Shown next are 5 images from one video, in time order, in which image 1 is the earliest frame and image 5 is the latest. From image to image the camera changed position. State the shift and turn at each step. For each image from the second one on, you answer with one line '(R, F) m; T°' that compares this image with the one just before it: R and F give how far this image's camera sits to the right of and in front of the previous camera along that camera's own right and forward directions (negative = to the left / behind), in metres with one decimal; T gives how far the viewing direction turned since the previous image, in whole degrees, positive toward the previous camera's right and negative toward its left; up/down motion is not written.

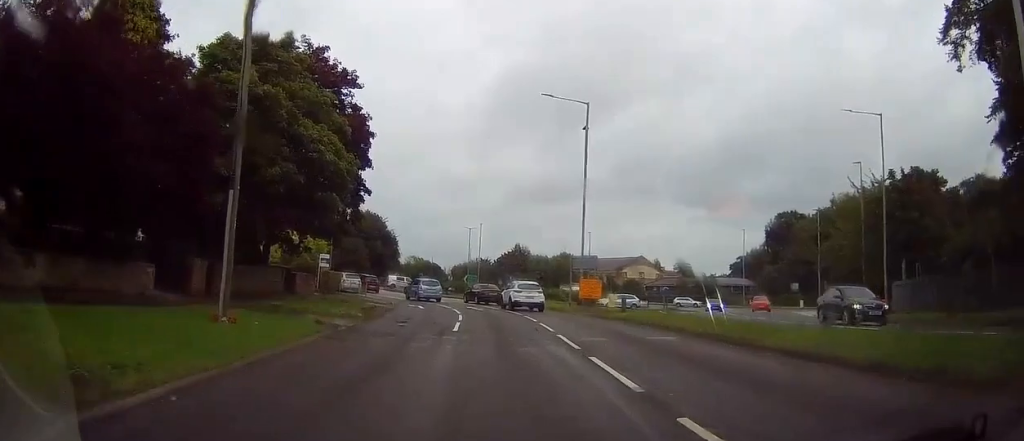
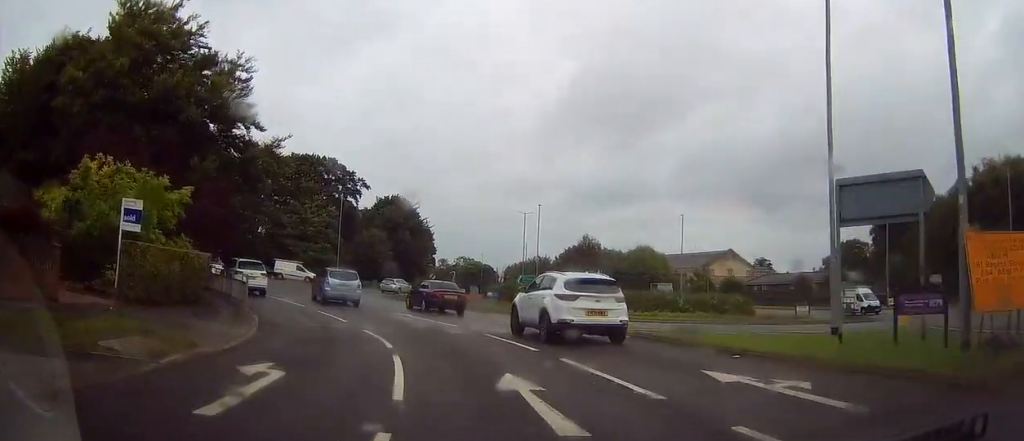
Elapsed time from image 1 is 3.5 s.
(-2.0, +32.3) m; -6°
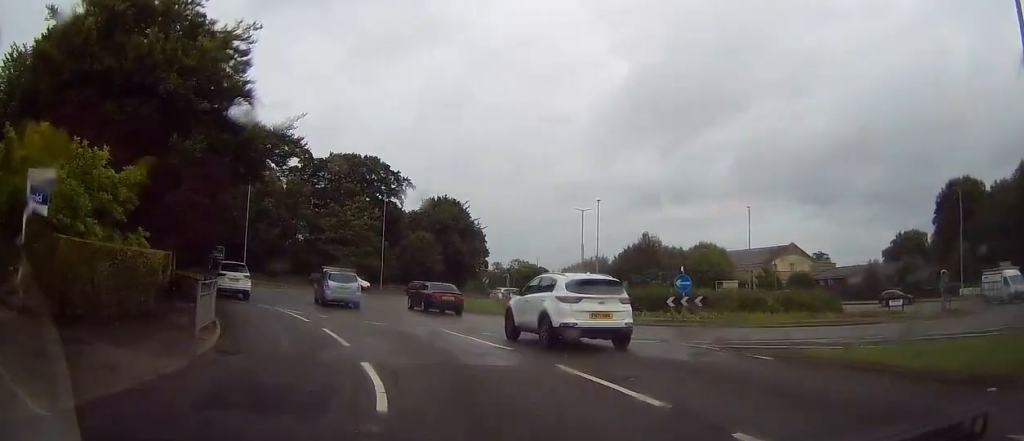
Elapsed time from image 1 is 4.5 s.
(-0.5, +6.8) m; -4°
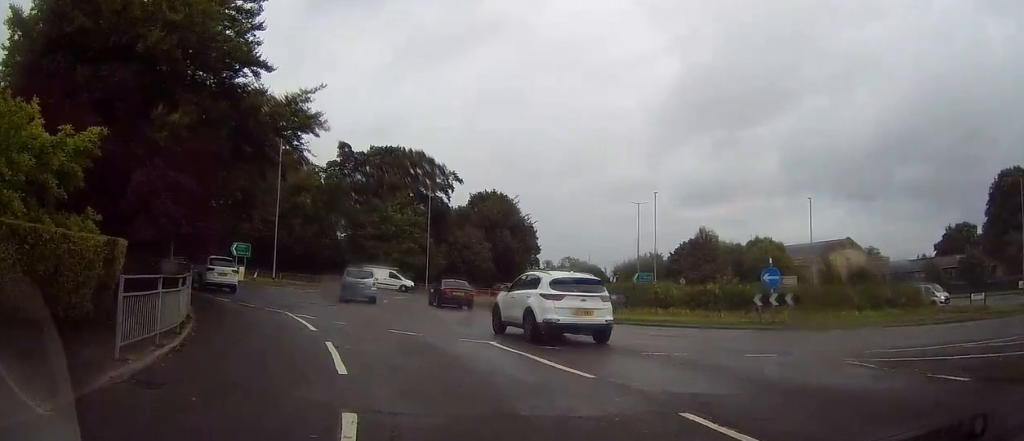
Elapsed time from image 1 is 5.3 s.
(+0.1, +4.8) m; -4°
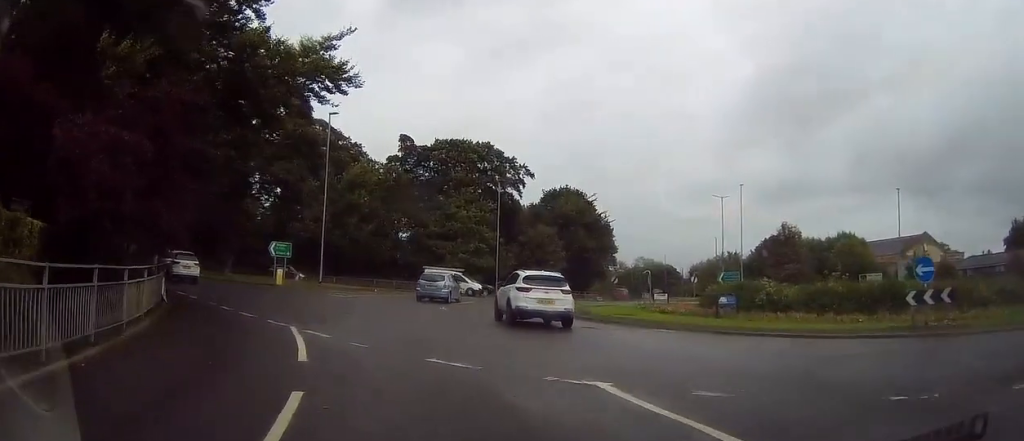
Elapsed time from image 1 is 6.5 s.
(-0.6, +6.6) m; -9°
